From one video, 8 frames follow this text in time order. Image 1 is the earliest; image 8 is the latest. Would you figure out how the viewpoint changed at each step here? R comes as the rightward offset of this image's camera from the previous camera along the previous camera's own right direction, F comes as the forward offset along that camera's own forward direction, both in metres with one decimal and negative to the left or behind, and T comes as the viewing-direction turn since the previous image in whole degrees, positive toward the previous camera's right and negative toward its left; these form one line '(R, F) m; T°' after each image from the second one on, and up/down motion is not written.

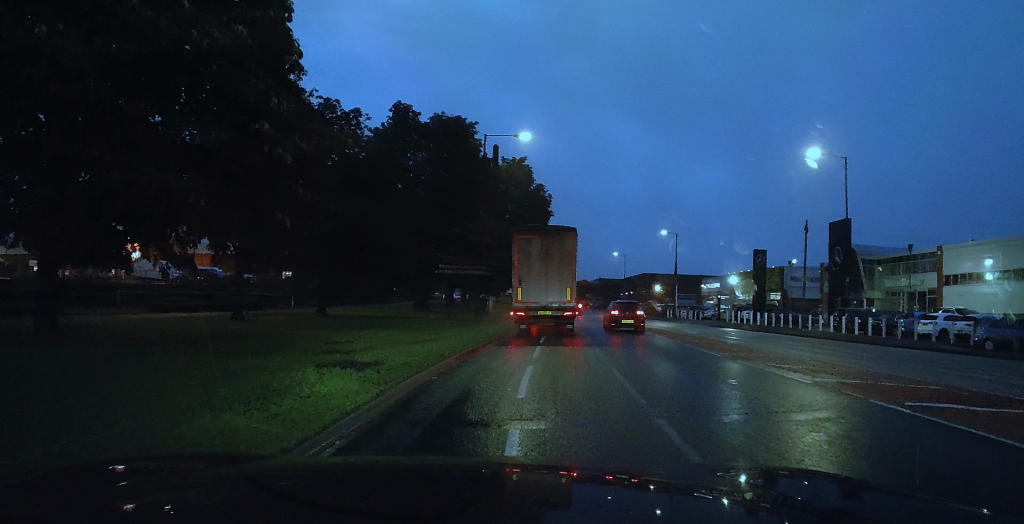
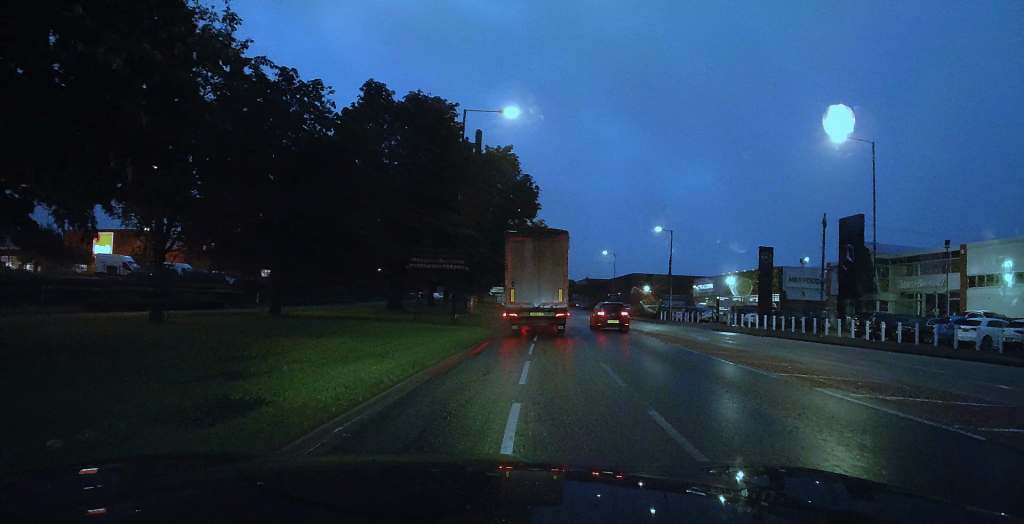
(+0.1, +4.6) m; +1°
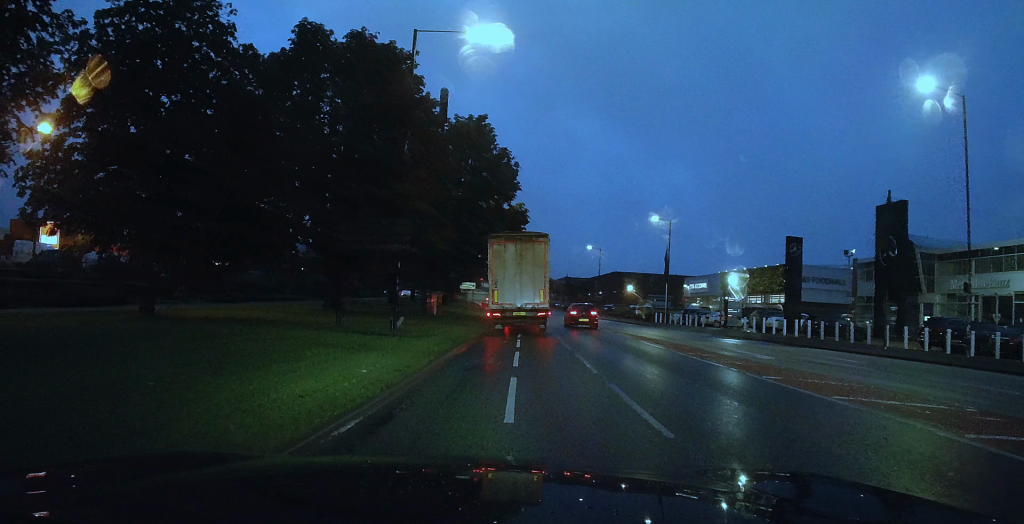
(0.0, +9.1) m; 0°
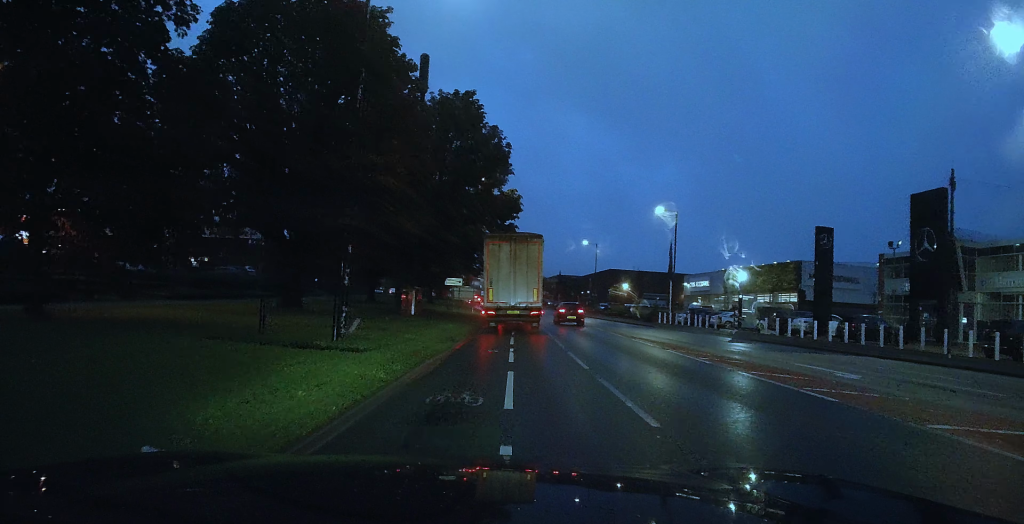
(0.0, +5.6) m; 0°
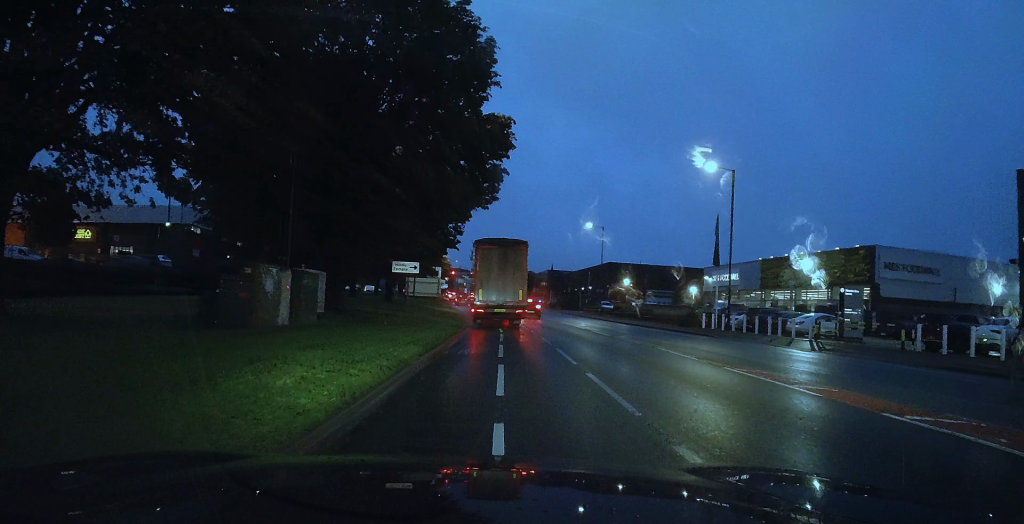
(0.0, +17.3) m; +3°
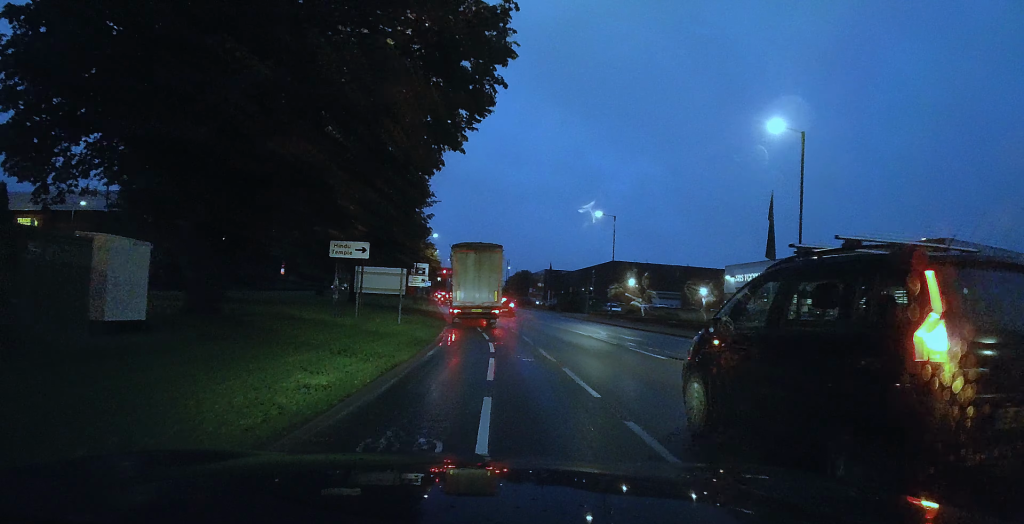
(+0.6, +10.2) m; 0°
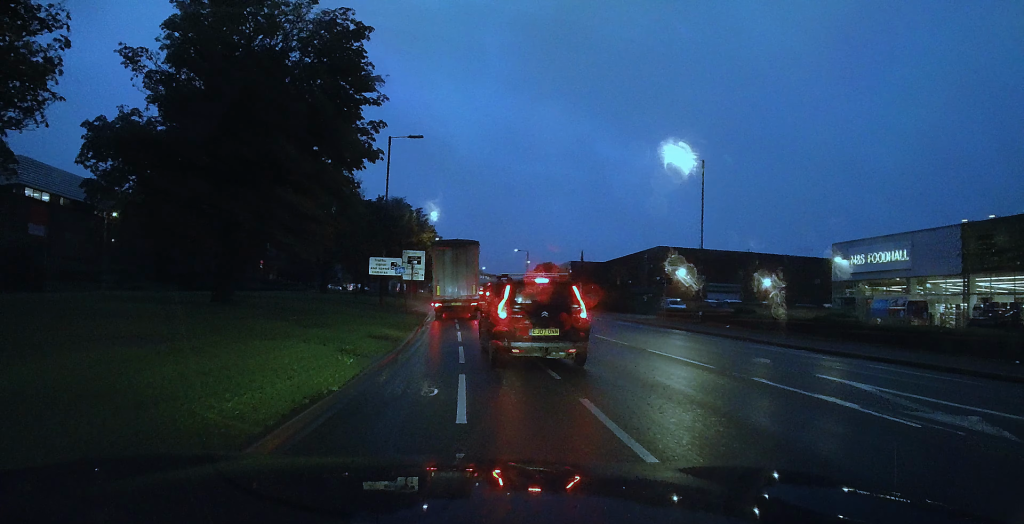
(-0.2, +22.1) m; -1°
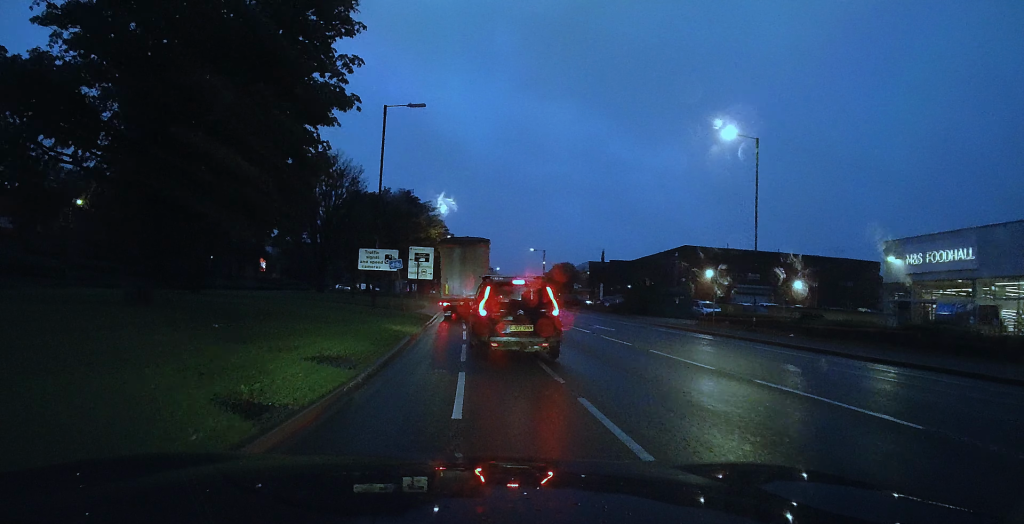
(-0.3, +6.1) m; -1°
